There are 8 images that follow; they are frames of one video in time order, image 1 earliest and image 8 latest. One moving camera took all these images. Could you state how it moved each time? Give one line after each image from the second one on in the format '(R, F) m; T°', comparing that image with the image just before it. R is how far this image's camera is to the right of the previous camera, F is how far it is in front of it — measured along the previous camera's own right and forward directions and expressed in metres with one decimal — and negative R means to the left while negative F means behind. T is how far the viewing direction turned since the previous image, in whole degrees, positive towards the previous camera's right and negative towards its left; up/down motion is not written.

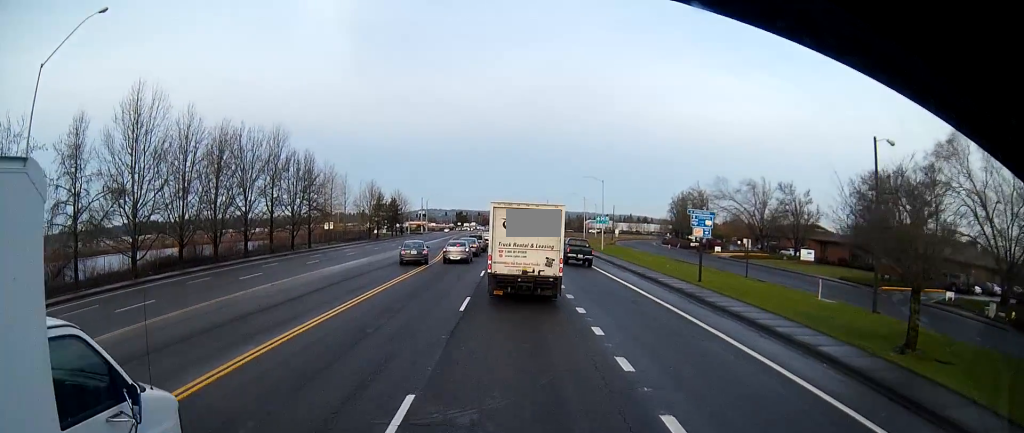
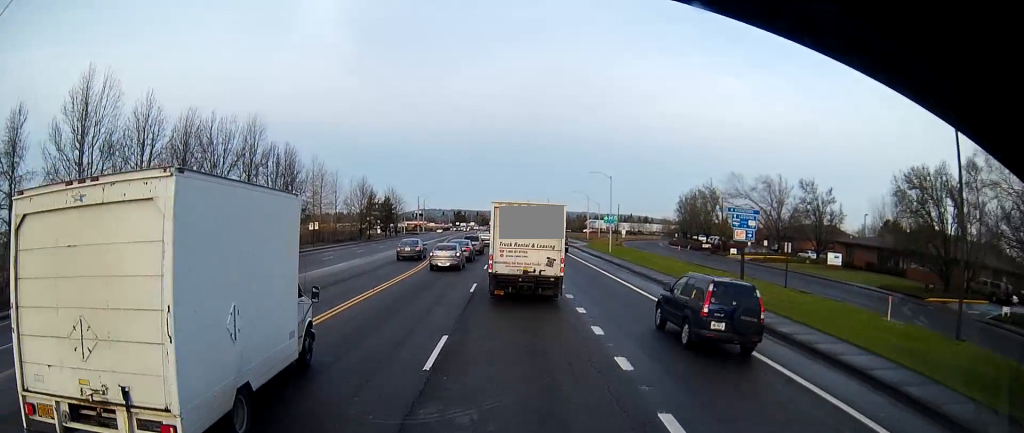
(-0.2, +7.7) m; -1°
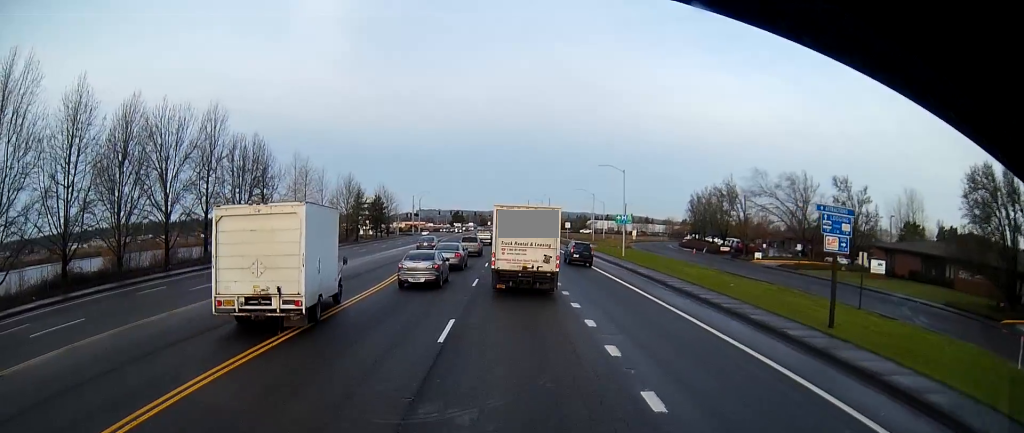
(0.0, +10.0) m; 0°
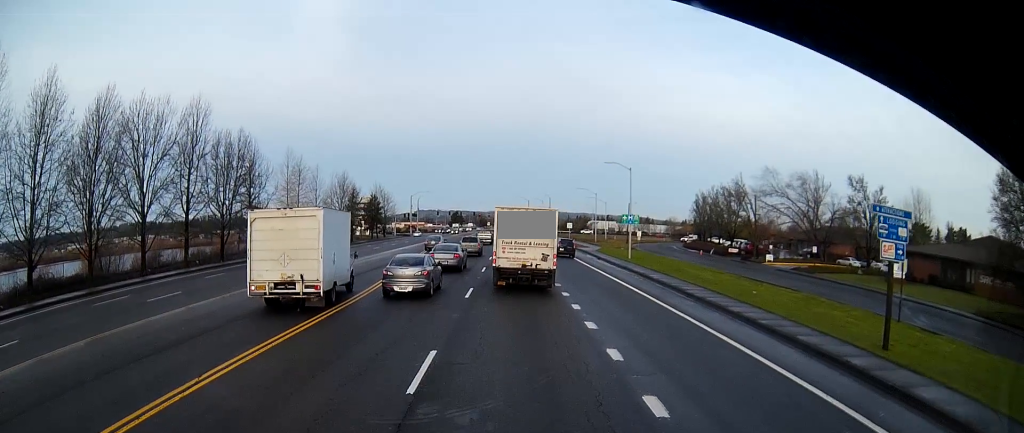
(-0.1, +3.9) m; +1°
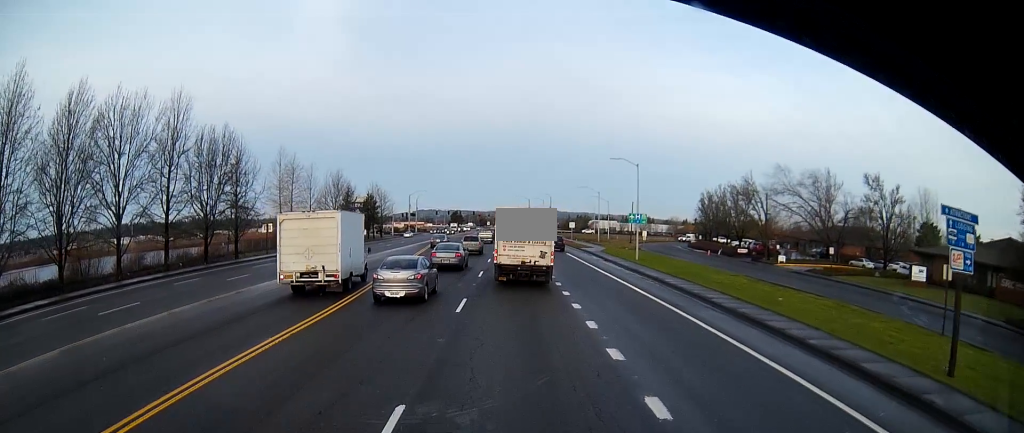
(+0.3, +3.7) m; +1°
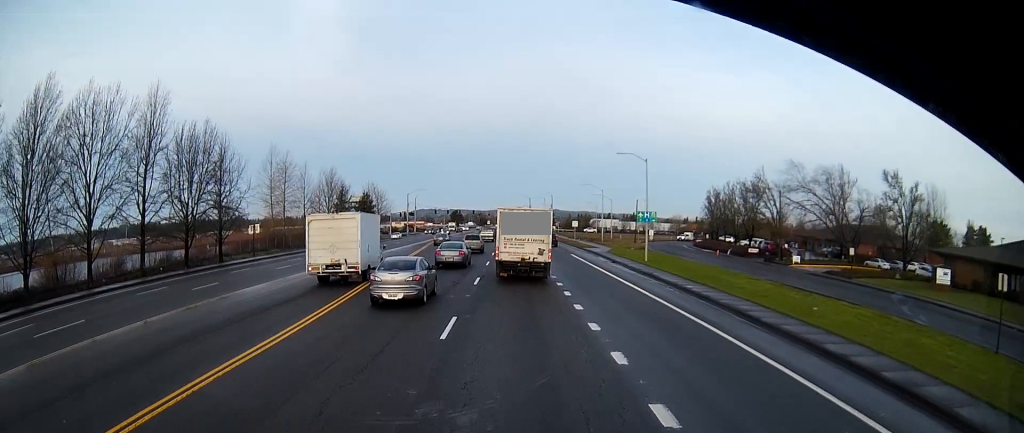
(-0.1, +4.0) m; -2°
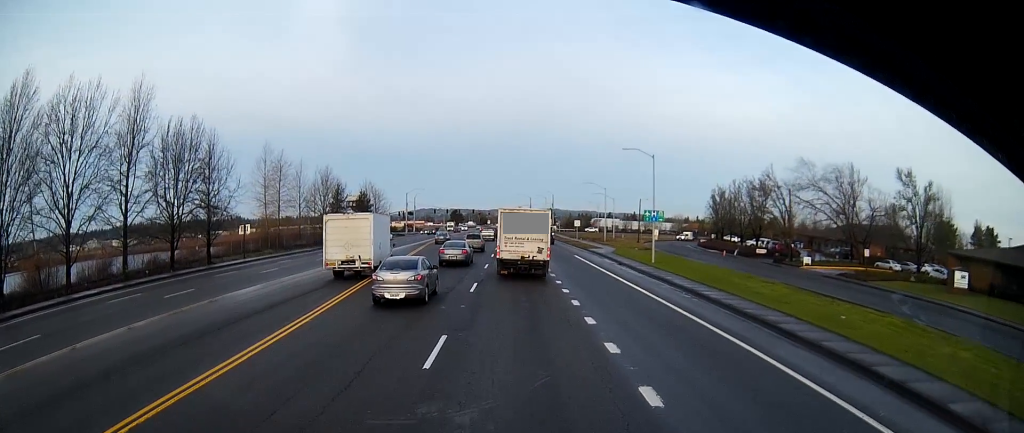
(-0.1, +2.6) m; -2°
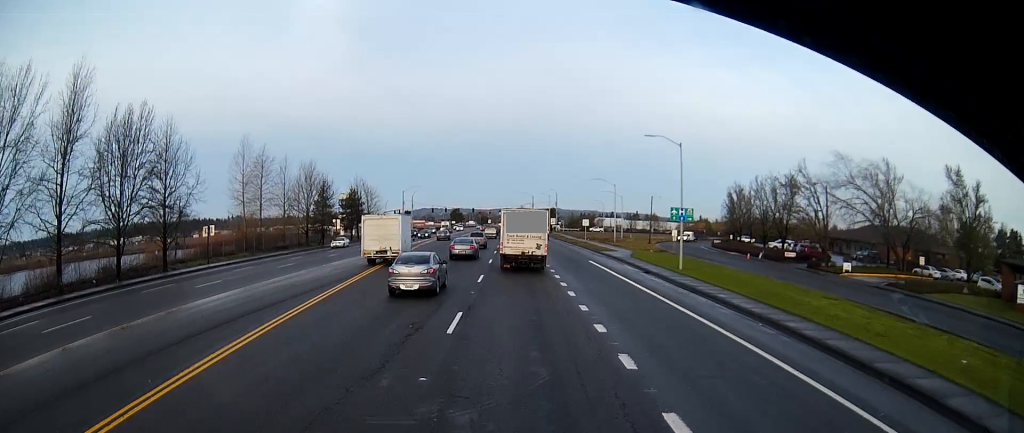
(-0.1, +8.4) m; +1°
